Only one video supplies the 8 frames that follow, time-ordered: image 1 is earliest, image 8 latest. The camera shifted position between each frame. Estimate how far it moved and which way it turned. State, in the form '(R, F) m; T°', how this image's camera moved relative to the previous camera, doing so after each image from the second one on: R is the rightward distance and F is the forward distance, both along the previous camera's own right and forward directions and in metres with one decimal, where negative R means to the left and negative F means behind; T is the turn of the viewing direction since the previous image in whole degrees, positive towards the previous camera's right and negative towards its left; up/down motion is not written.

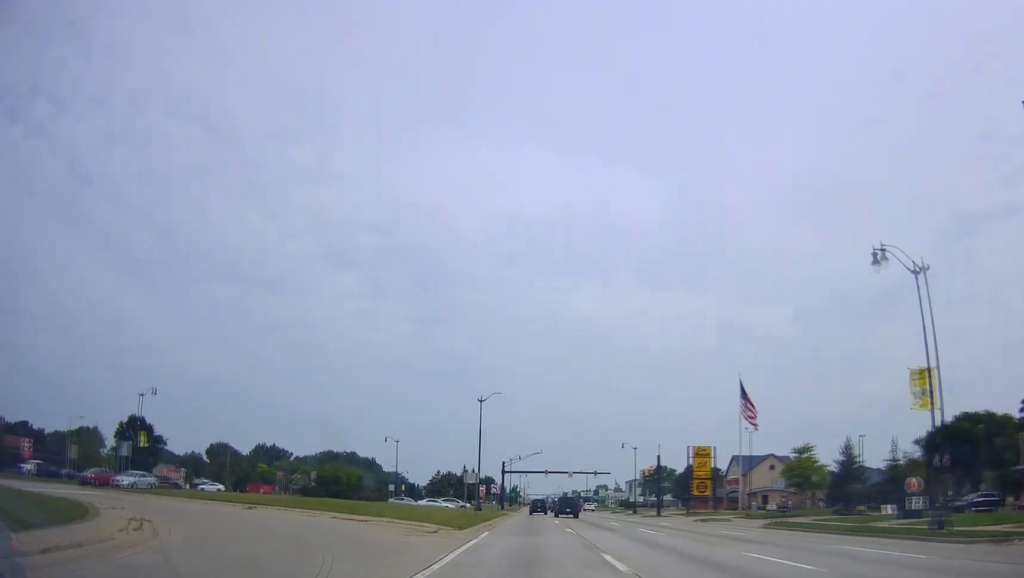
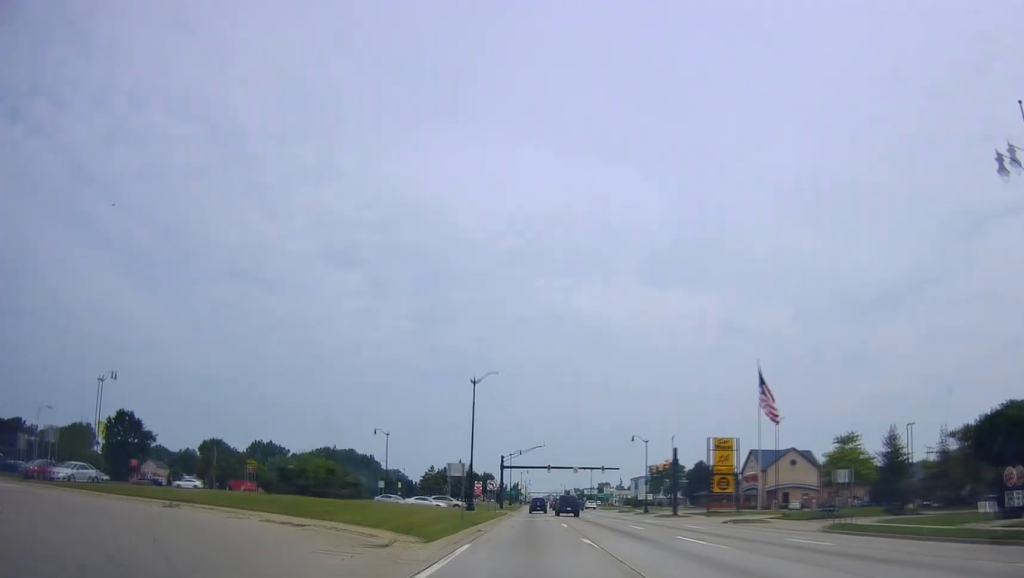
(-0.3, +8.5) m; 0°
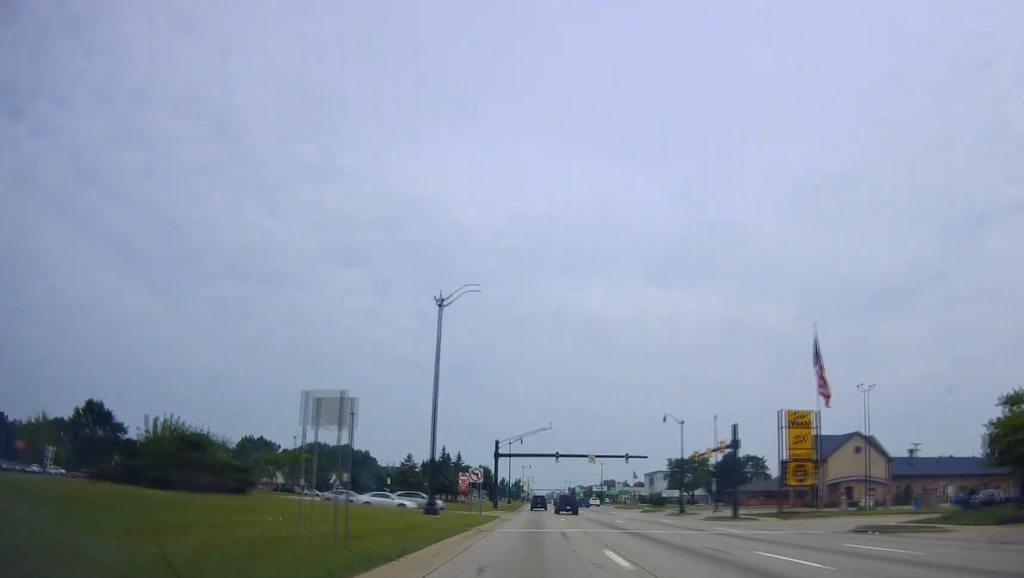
(-0.2, +19.8) m; 0°
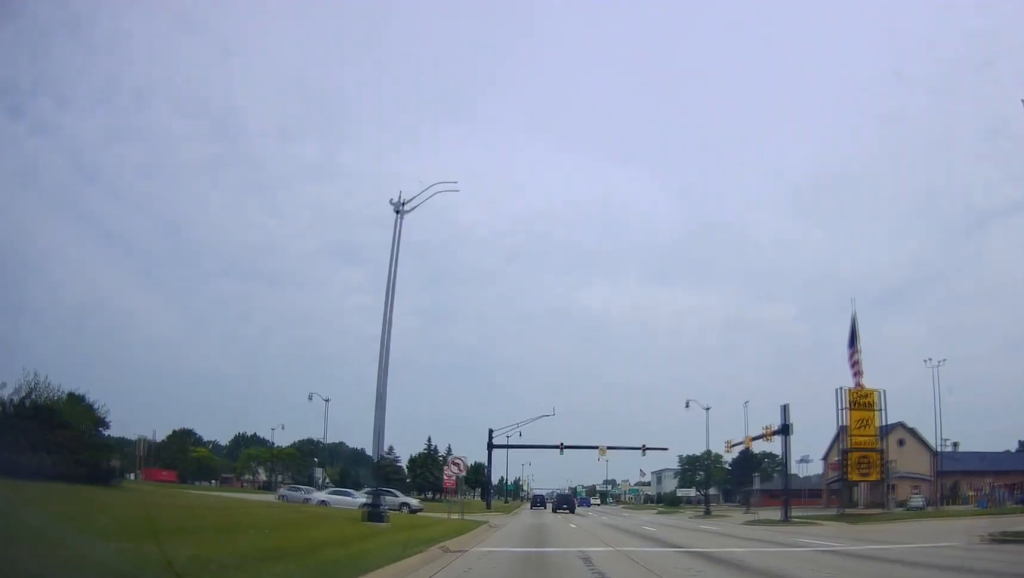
(+0.4, +10.6) m; +1°
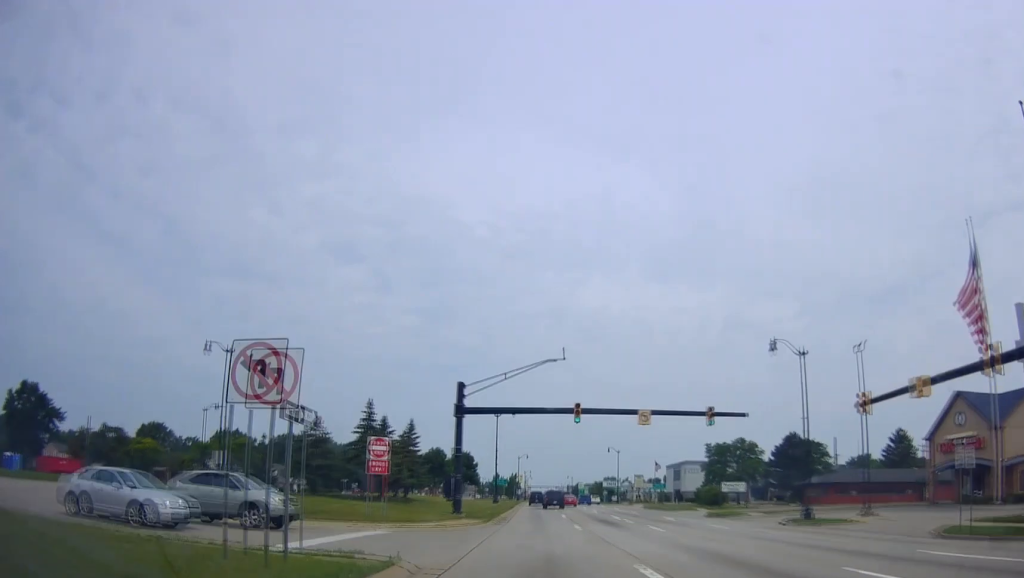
(-0.3, +23.3) m; 0°
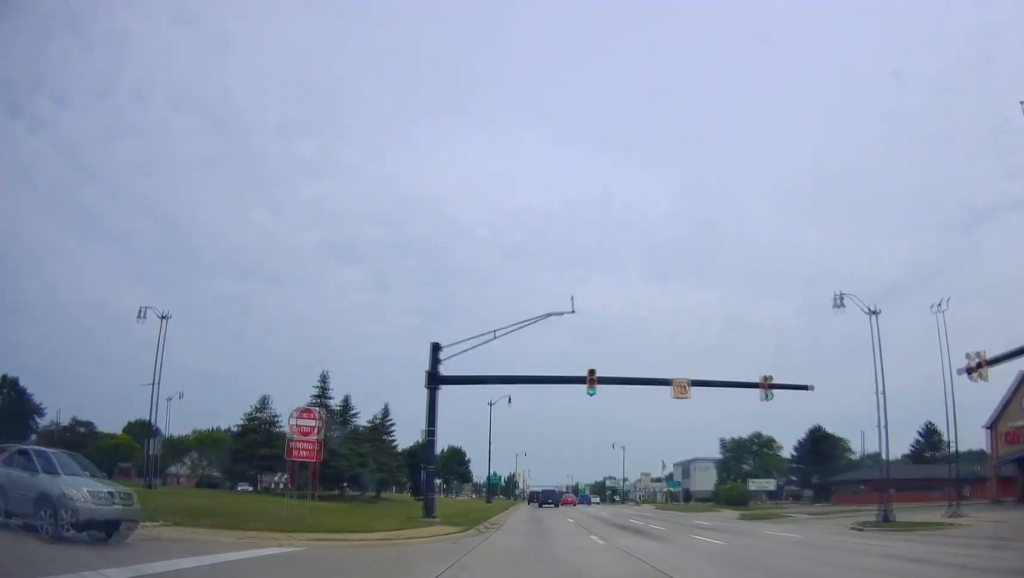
(+0.2, +9.4) m; -1°
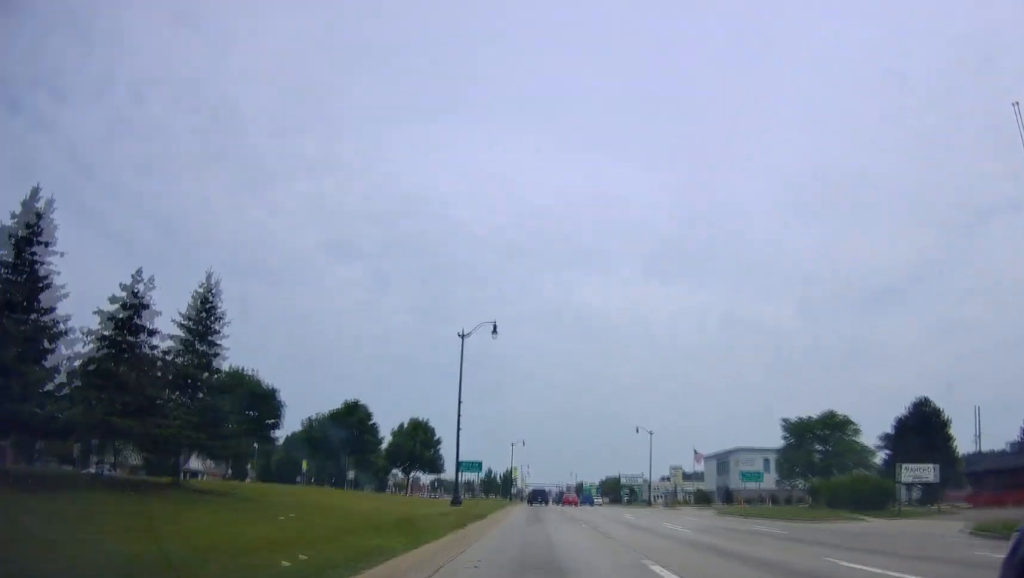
(-0.6, +26.8) m; -1°
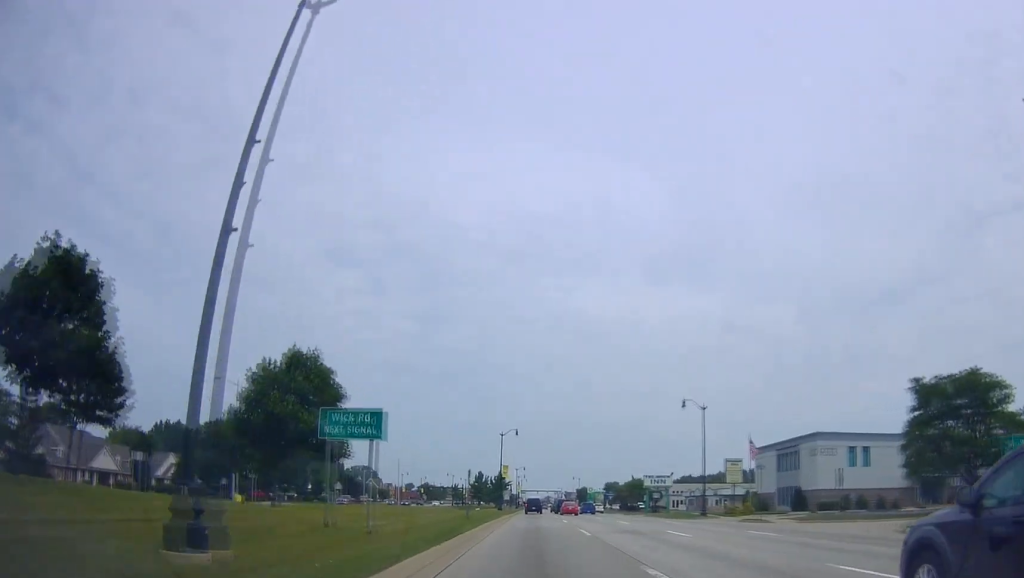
(+0.8, +29.3) m; +1°
